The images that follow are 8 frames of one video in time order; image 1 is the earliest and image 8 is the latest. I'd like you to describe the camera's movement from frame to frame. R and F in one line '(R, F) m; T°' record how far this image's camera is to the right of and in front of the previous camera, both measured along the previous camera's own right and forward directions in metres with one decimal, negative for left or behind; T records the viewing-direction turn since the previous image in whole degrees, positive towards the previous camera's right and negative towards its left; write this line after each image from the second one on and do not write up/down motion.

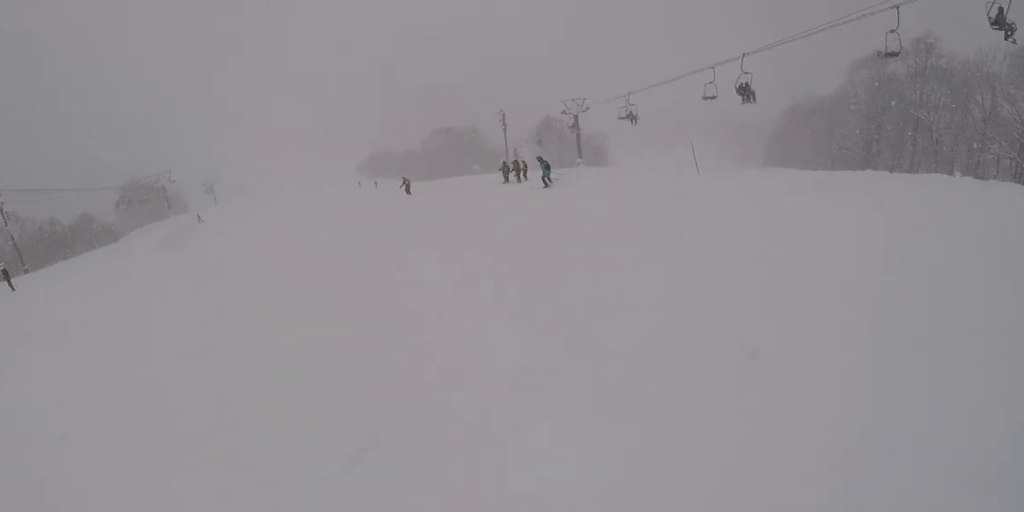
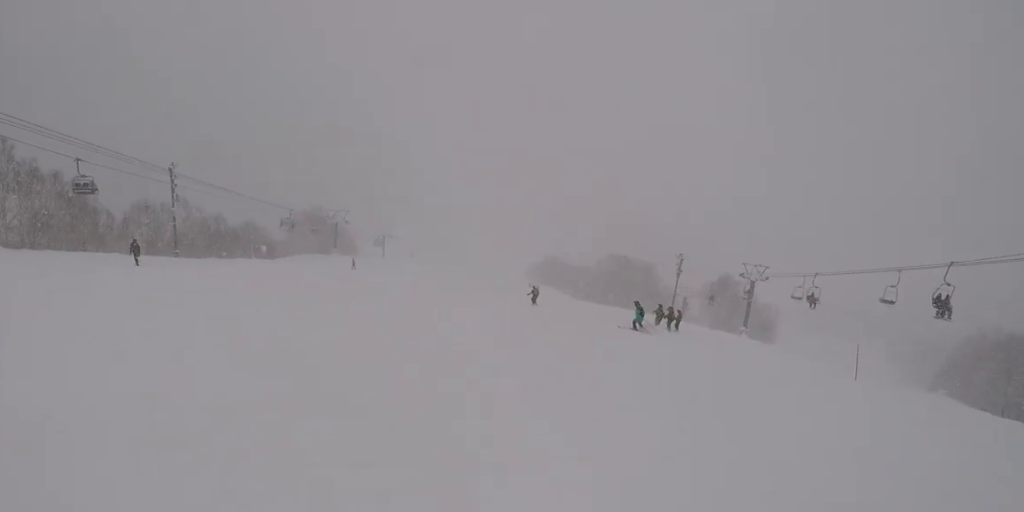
(+0.3, +2.4) m; -8°
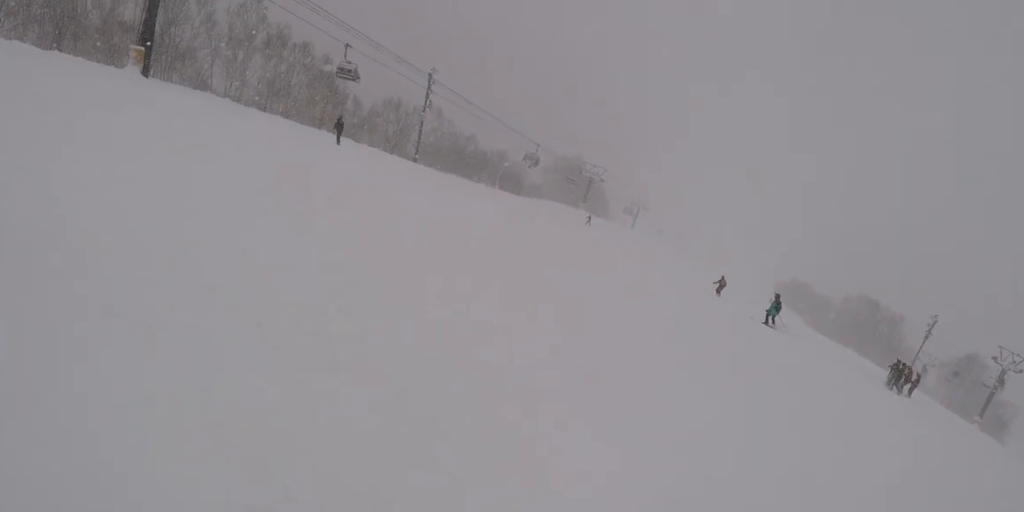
(-1.2, +4.0) m; -18°
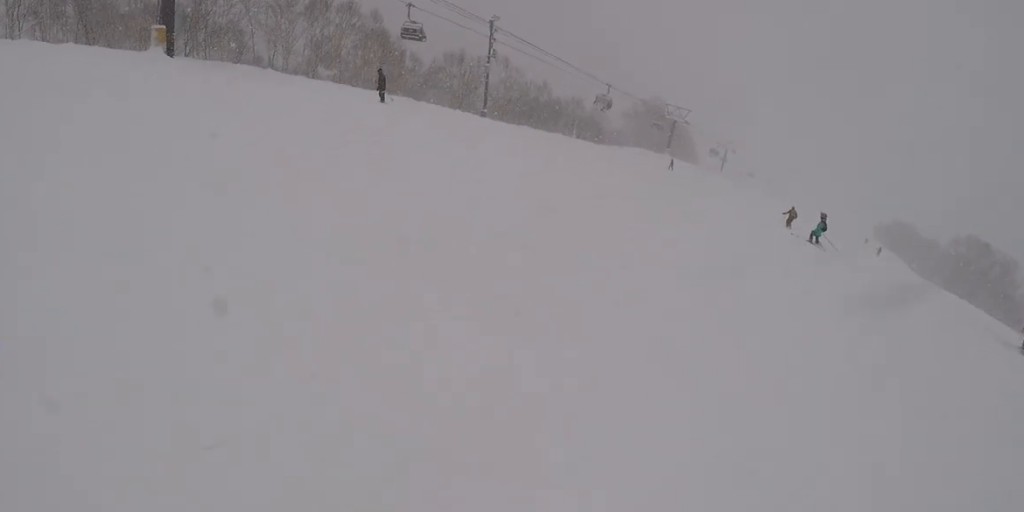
(-0.2, +3.4) m; -7°
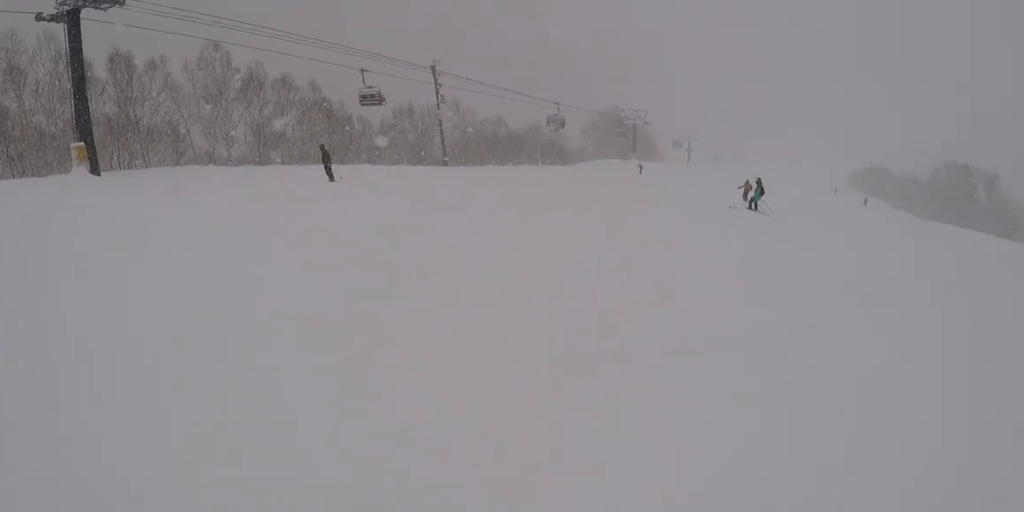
(-0.1, +3.5) m; -1°
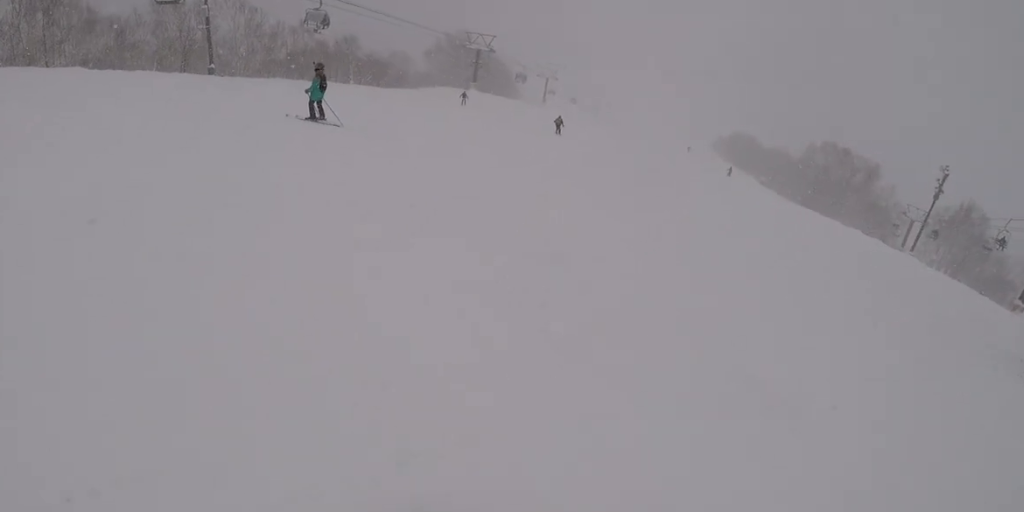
(+3.7, +12.5) m; +7°
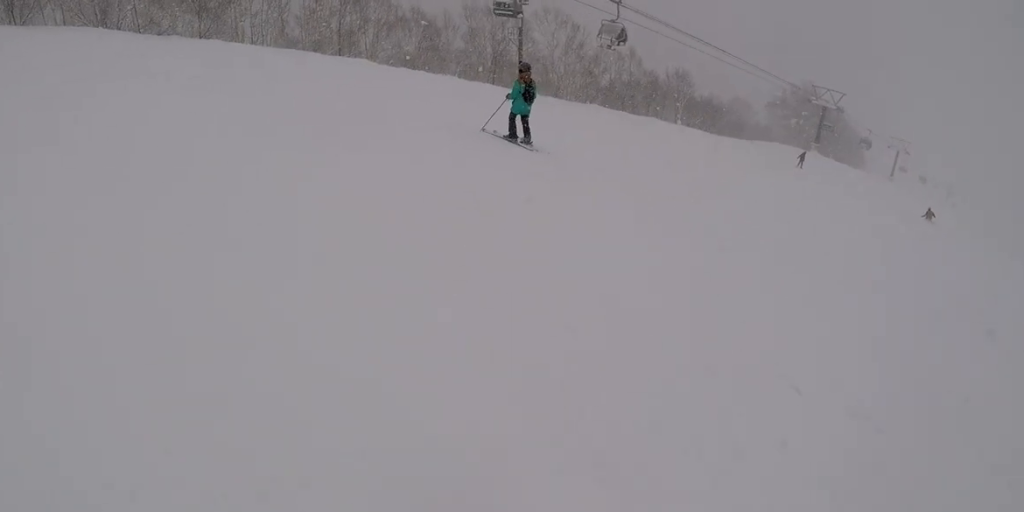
(-1.9, +4.5) m; -25°
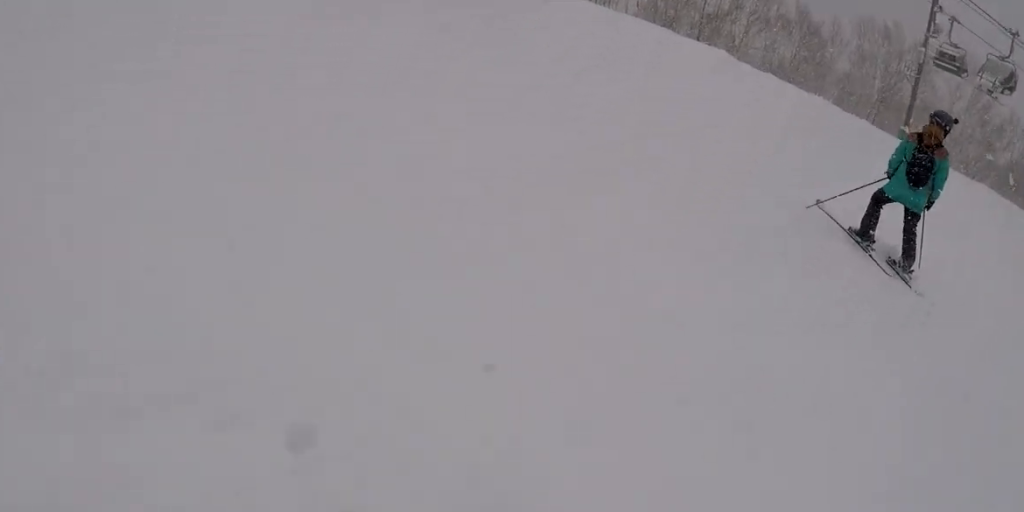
(+0.1, +4.9) m; -12°
